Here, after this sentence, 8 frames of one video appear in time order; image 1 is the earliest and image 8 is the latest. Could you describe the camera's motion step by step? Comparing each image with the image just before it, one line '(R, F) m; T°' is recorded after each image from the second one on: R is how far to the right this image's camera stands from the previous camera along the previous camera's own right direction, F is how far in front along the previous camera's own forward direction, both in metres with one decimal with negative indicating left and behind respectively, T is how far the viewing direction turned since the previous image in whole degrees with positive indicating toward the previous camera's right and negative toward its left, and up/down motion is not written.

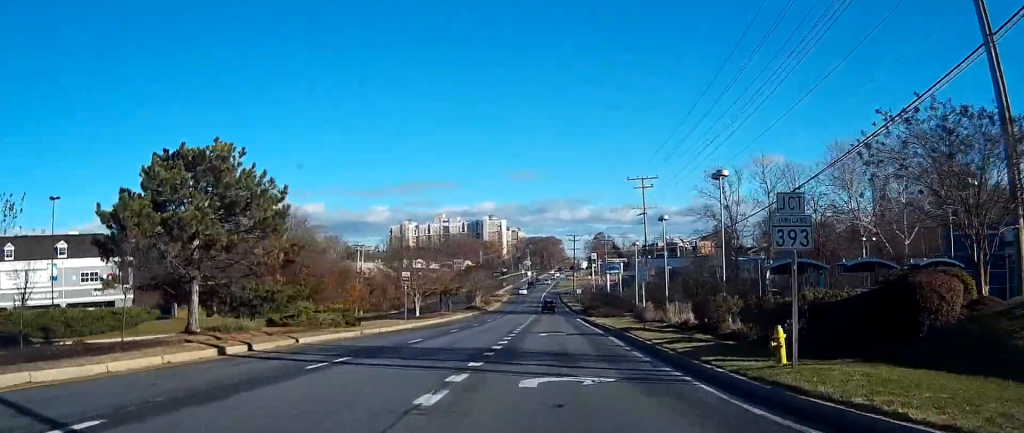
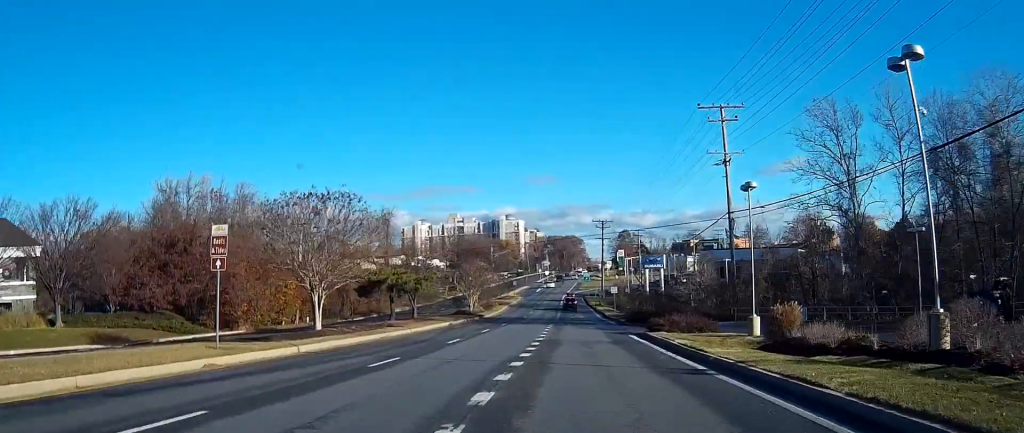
(0.0, +35.3) m; 0°
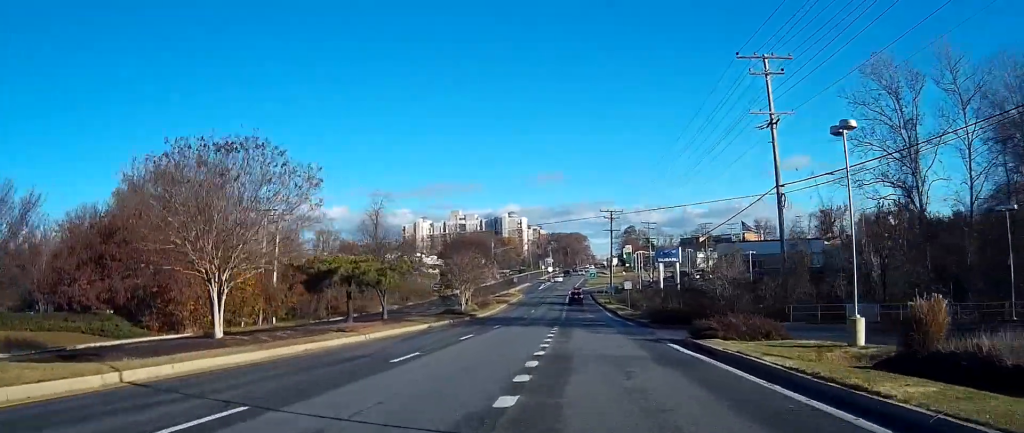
(-0.1, +11.8) m; 0°
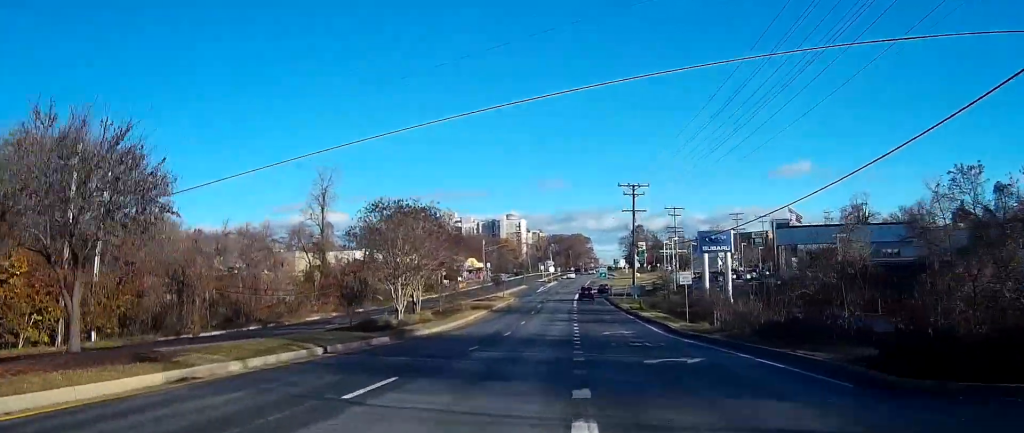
(0.0, +31.8) m; 0°
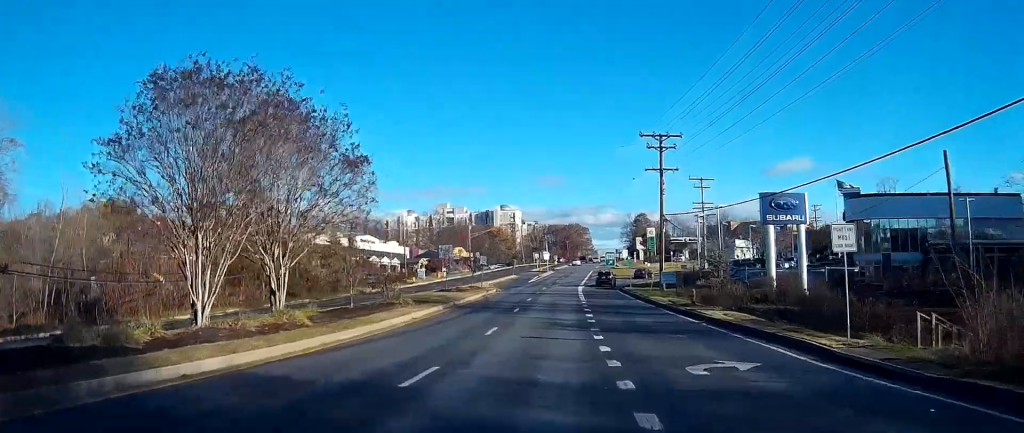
(0.0, +25.1) m; 0°
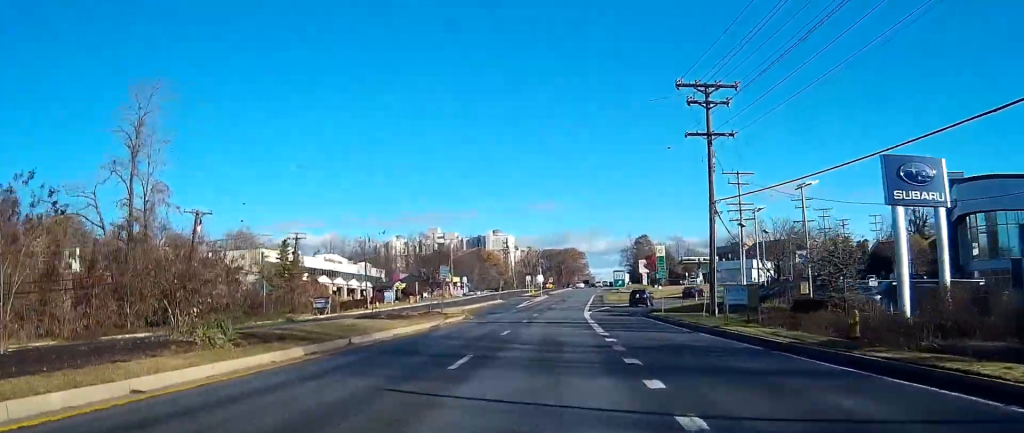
(+0.1, +22.4) m; 0°
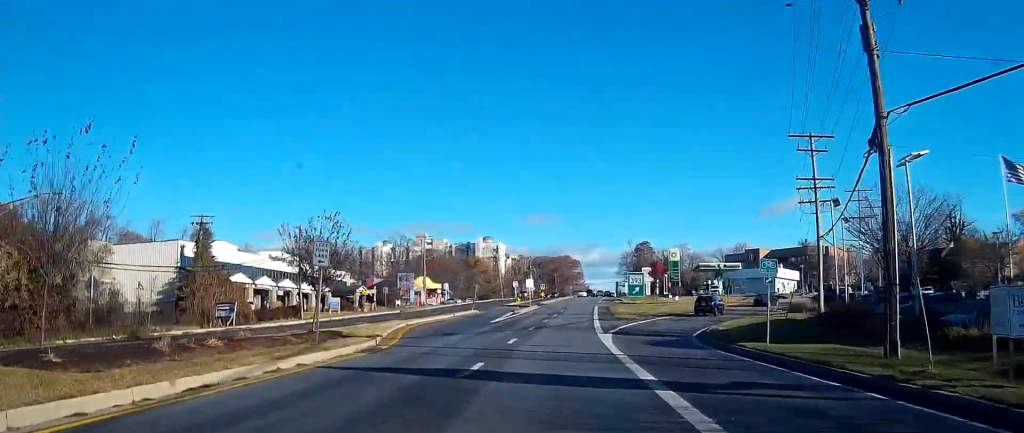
(+0.1, +24.3) m; +1°
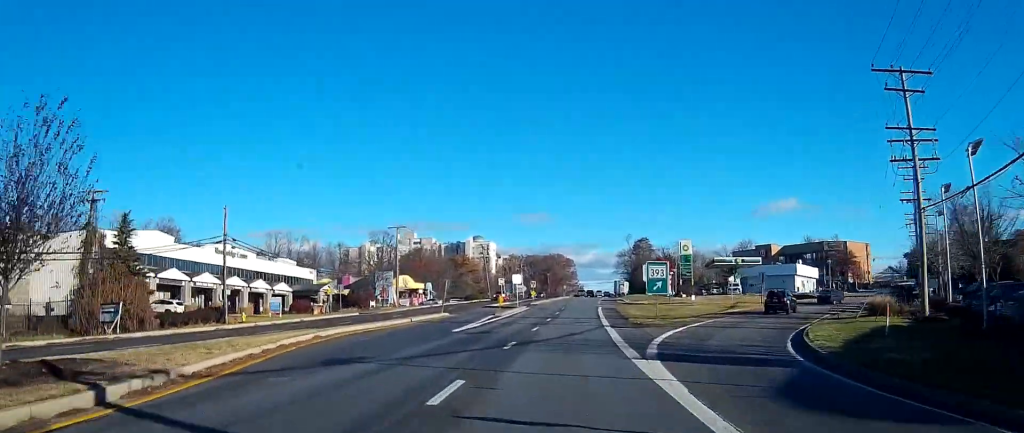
(+0.2, +17.0) m; +1°
